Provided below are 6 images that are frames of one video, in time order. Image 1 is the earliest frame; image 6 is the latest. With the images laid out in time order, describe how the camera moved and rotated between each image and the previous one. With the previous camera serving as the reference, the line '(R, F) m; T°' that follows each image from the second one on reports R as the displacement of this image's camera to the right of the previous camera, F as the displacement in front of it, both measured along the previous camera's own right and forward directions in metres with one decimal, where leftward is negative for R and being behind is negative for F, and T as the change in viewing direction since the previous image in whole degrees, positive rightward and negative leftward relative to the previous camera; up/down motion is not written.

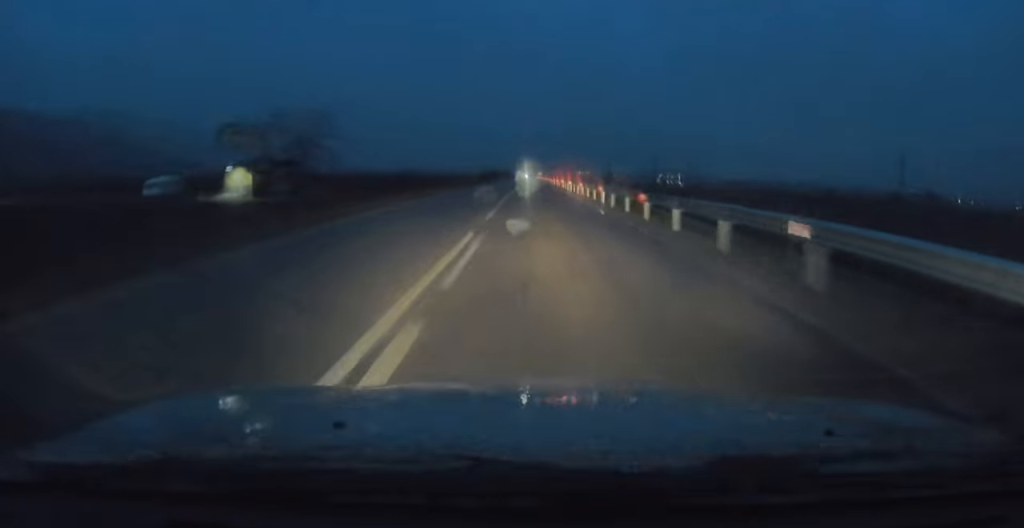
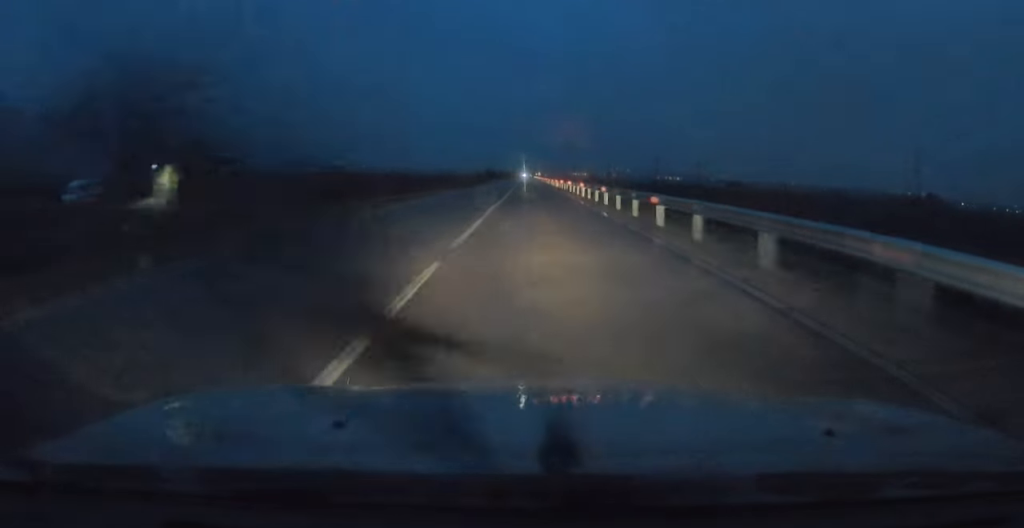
(0.0, +14.4) m; 0°
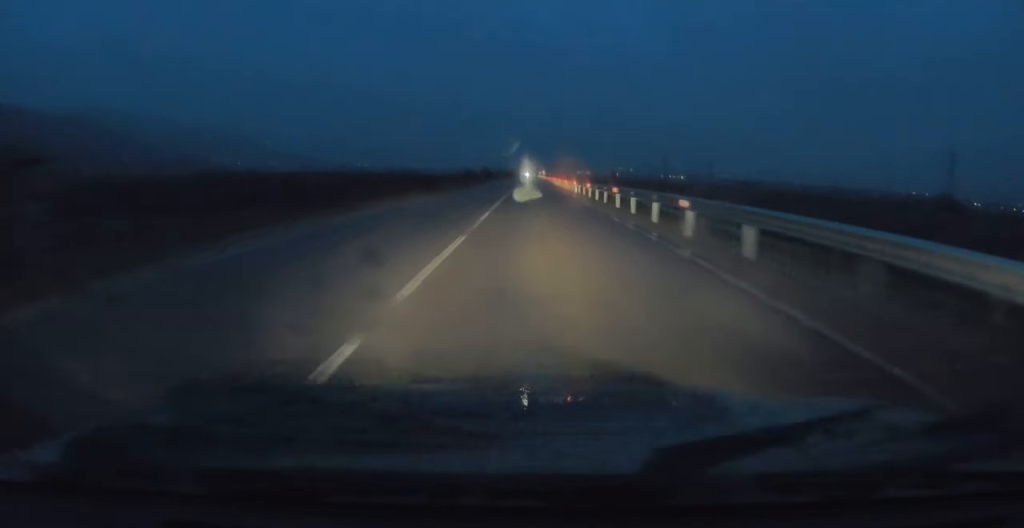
(-0.1, +27.2) m; 0°
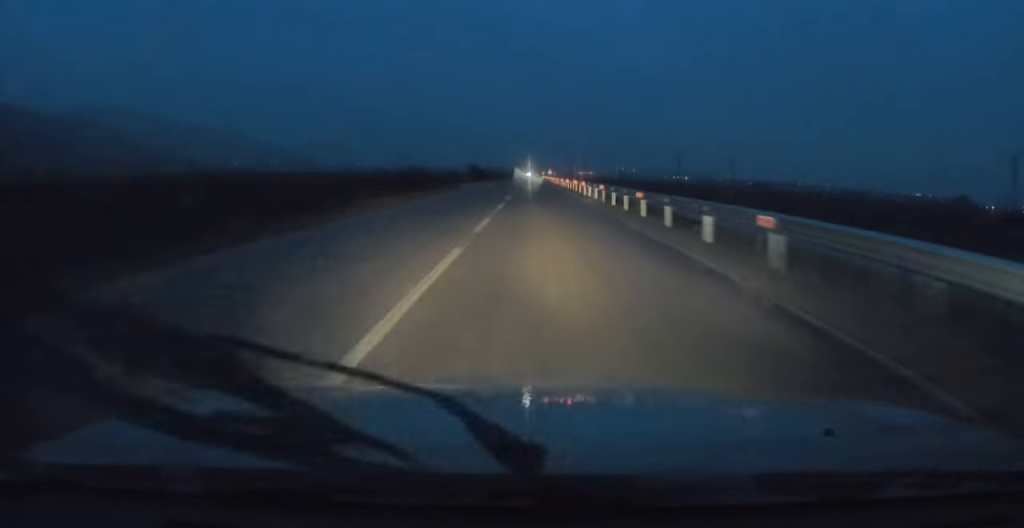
(-0.3, +40.9) m; 0°
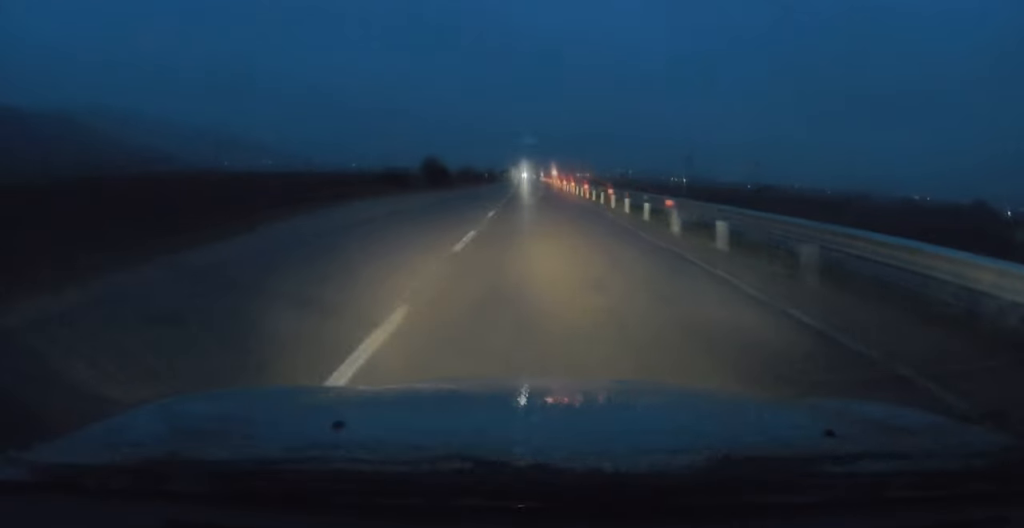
(+0.6, +49.3) m; 0°
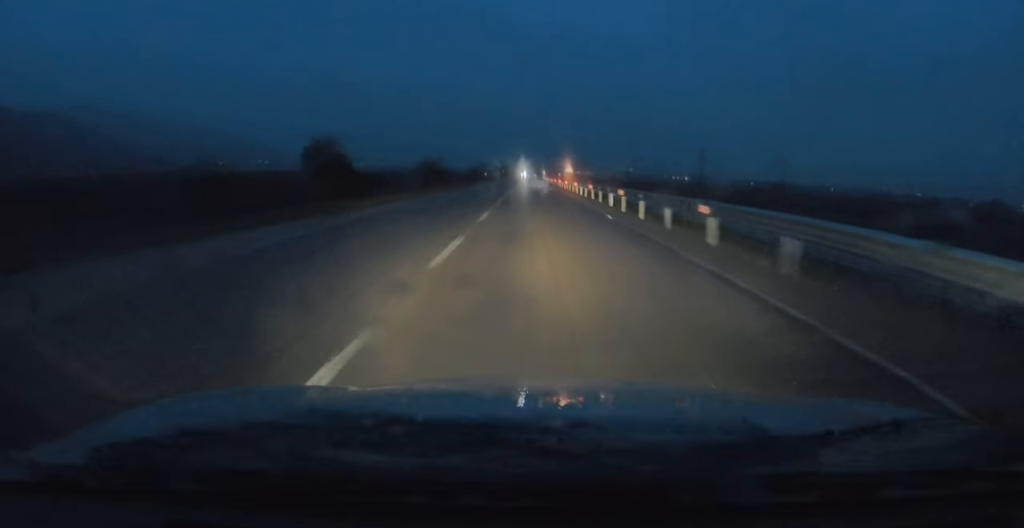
(0.0, +39.6) m; +1°
